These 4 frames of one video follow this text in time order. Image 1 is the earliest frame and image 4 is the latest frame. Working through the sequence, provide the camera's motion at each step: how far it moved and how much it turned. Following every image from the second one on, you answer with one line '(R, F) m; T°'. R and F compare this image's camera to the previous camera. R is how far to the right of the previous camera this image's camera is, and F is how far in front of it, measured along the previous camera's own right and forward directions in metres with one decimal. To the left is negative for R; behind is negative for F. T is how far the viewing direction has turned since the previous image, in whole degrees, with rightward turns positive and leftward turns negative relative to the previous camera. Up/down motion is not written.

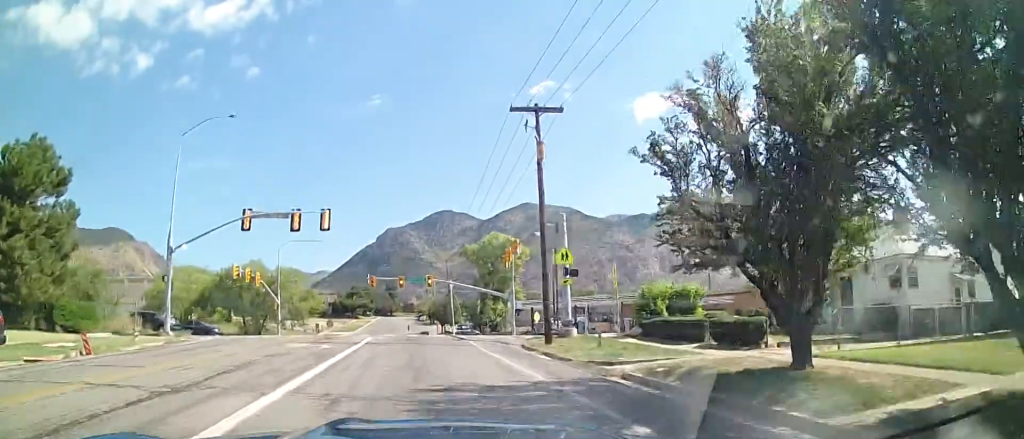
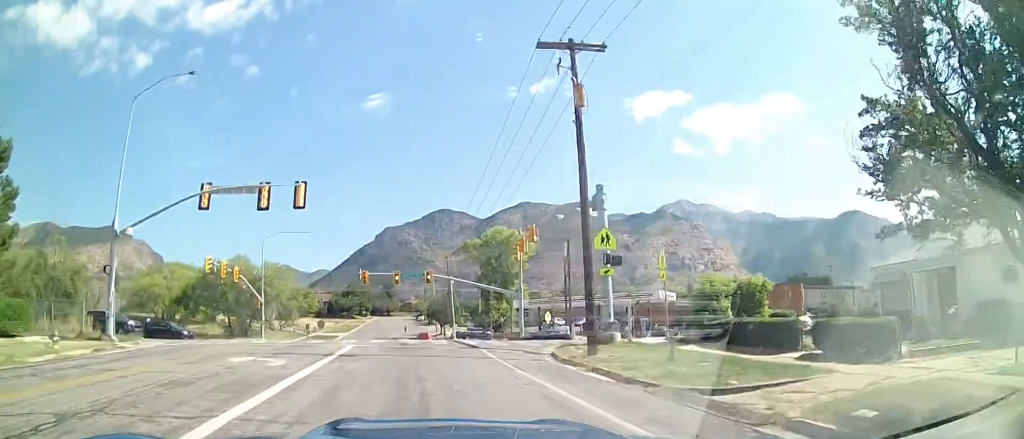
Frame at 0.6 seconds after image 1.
(0.0, +10.4) m; 0°
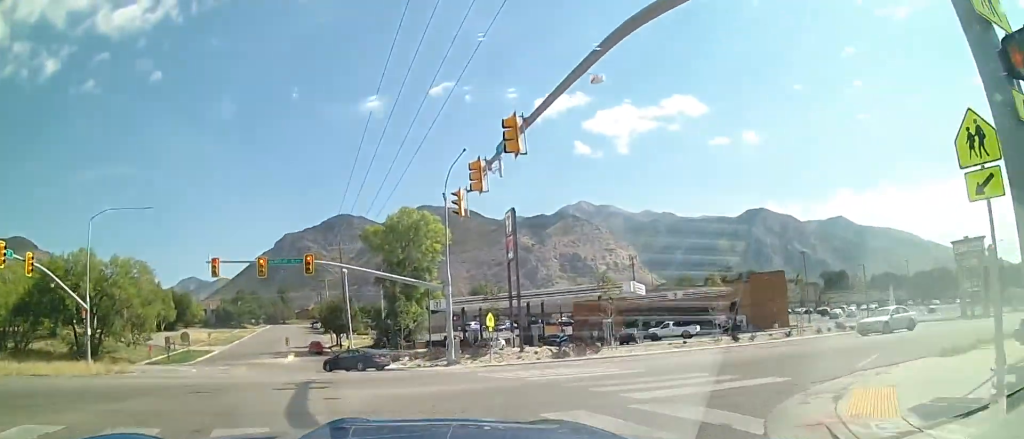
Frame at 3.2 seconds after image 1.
(0.0, +47.3) m; 0°
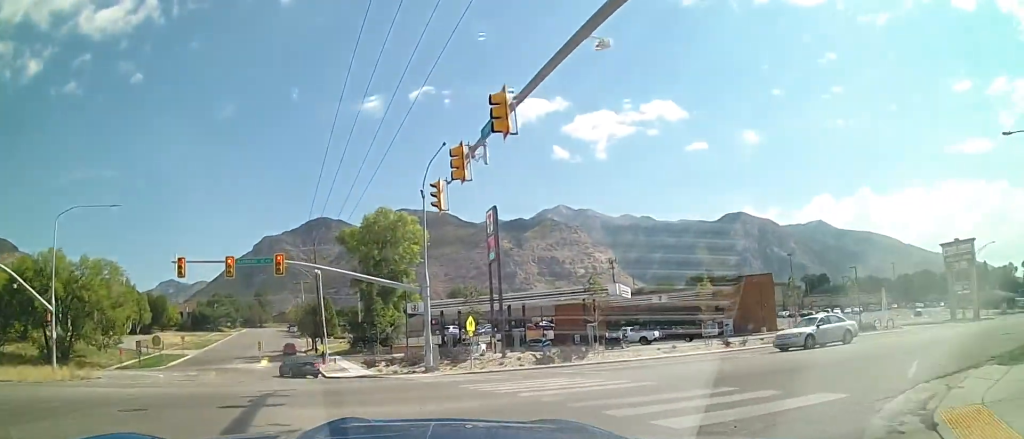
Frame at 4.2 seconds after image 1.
(0.0, +18.1) m; 0°
